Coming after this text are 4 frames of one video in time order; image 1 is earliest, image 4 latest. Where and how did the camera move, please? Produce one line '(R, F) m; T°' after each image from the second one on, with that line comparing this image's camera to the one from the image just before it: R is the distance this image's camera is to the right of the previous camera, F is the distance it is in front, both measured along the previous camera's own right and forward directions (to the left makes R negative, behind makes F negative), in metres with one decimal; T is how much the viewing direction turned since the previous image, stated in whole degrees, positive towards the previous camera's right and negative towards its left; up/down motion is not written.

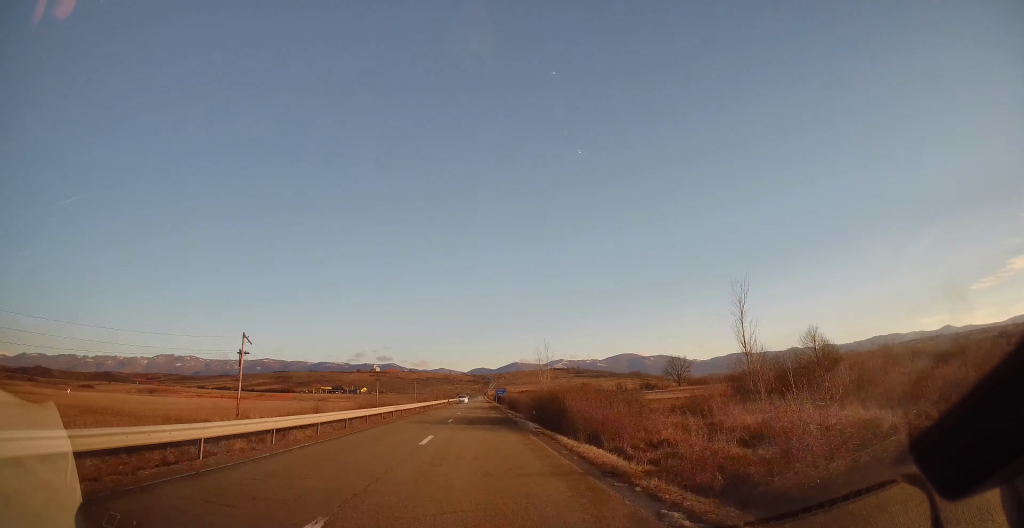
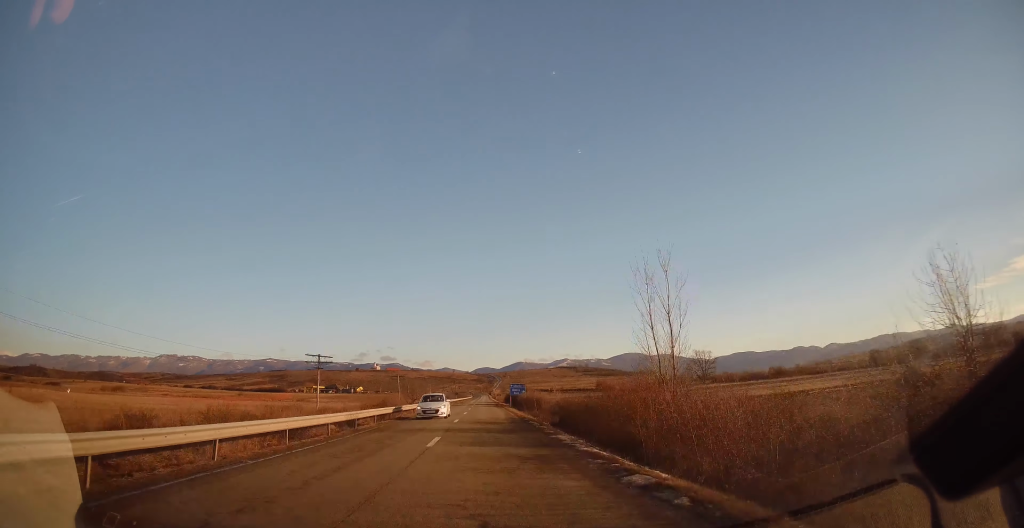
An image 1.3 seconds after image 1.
(-0.1, +34.7) m; 0°
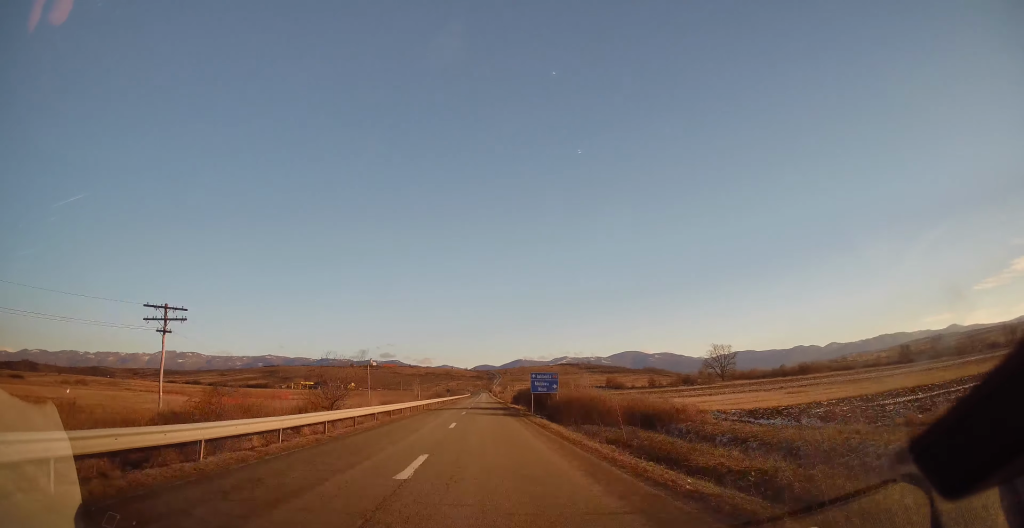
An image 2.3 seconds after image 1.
(+0.1, +28.6) m; 0°
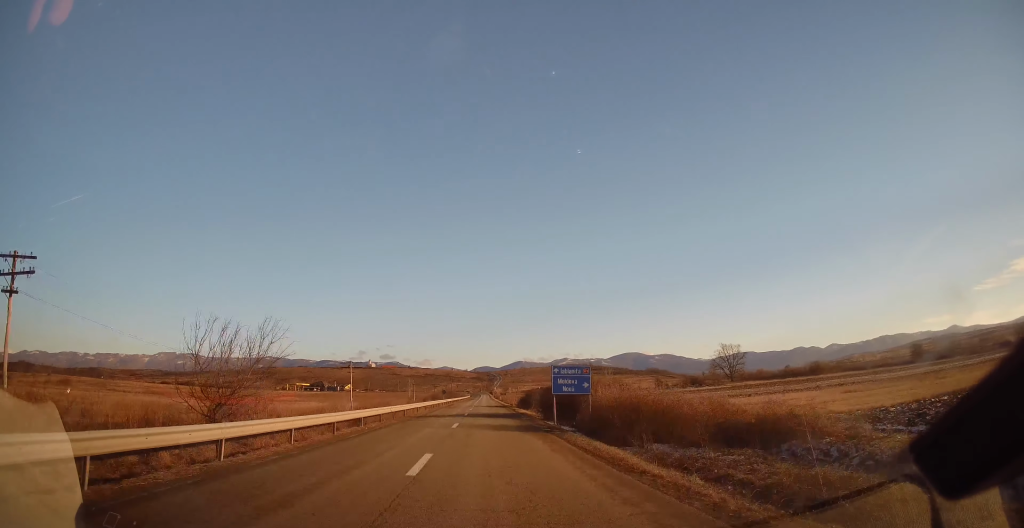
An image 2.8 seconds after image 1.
(+0.1, +11.5) m; 0°
